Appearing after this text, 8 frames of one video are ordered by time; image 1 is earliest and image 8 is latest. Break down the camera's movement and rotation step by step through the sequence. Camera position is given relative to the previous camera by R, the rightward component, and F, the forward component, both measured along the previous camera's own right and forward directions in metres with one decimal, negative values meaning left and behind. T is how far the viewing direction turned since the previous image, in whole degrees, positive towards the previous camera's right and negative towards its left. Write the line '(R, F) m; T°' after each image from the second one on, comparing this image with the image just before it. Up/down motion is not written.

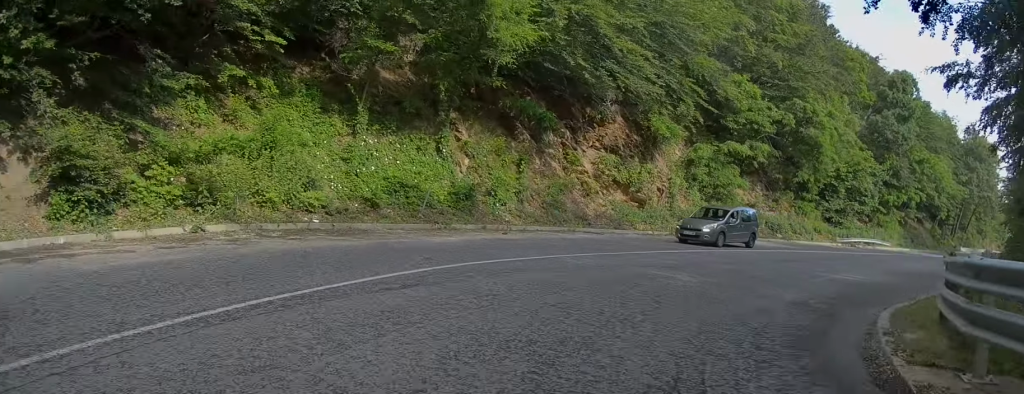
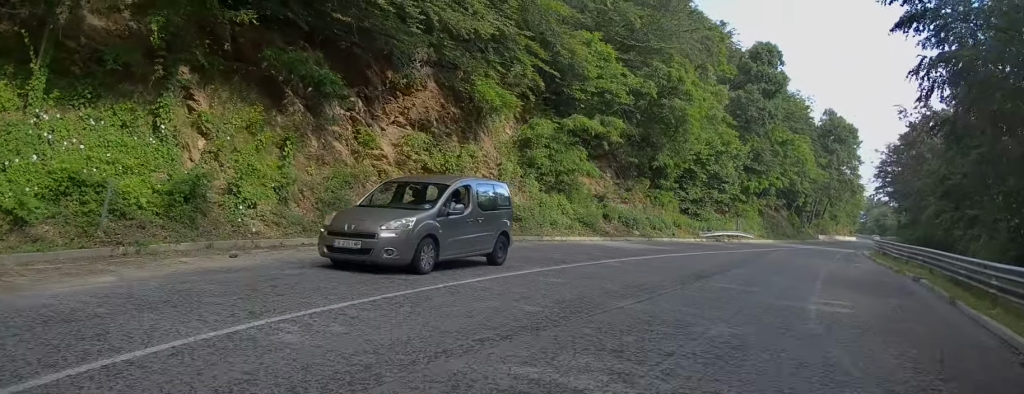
(+2.0, +8.5) m; +14°
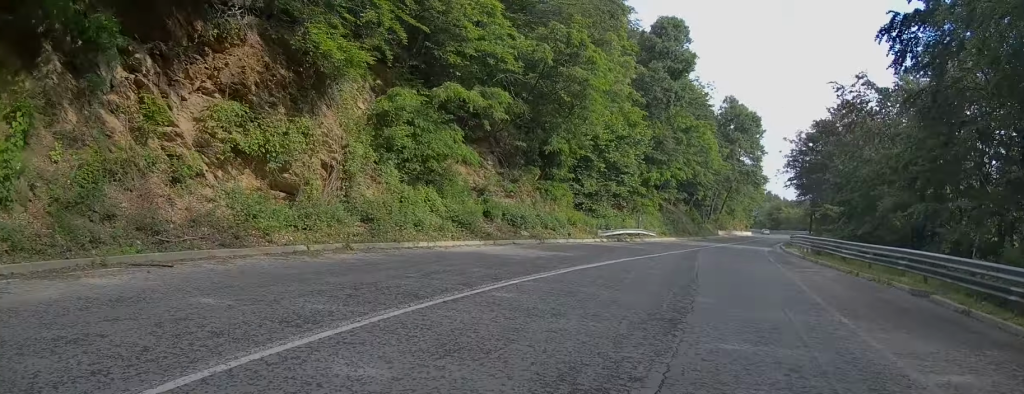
(+0.6, +6.9) m; +8°
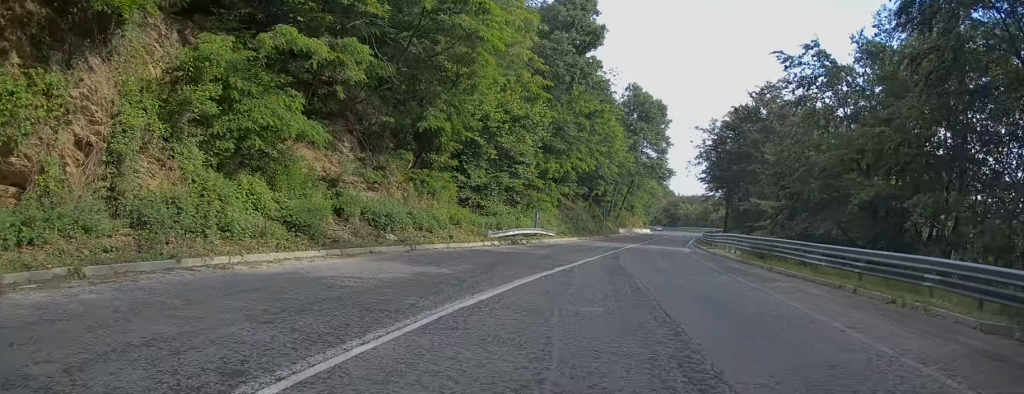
(+0.4, +7.2) m; +5°
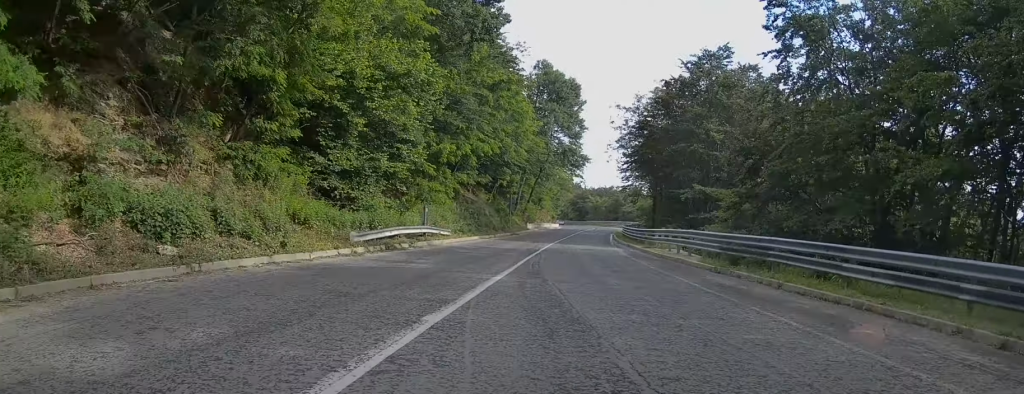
(+0.4, +8.7) m; +4°
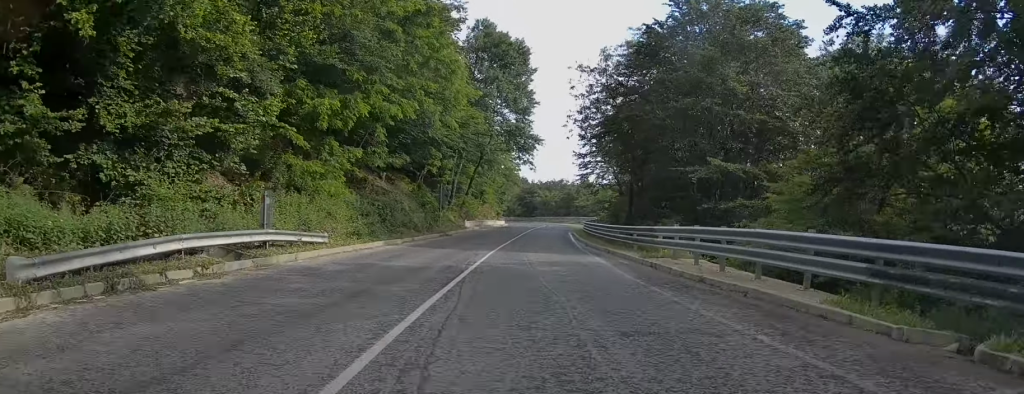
(+0.6, +12.3) m; +4°
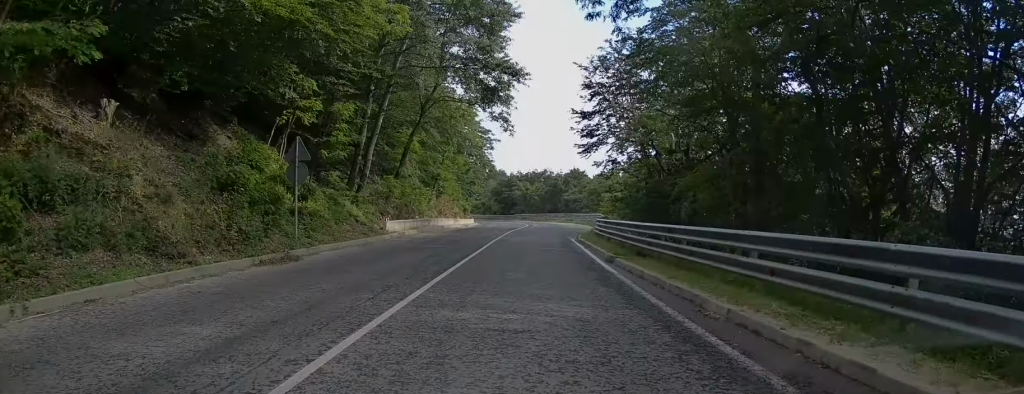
(+0.5, +22.2) m; +1°
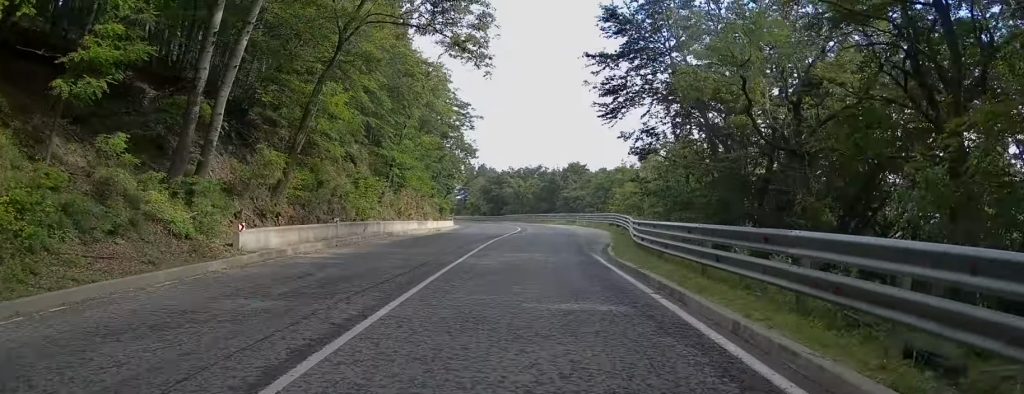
(-0.1, +14.1) m; 0°
